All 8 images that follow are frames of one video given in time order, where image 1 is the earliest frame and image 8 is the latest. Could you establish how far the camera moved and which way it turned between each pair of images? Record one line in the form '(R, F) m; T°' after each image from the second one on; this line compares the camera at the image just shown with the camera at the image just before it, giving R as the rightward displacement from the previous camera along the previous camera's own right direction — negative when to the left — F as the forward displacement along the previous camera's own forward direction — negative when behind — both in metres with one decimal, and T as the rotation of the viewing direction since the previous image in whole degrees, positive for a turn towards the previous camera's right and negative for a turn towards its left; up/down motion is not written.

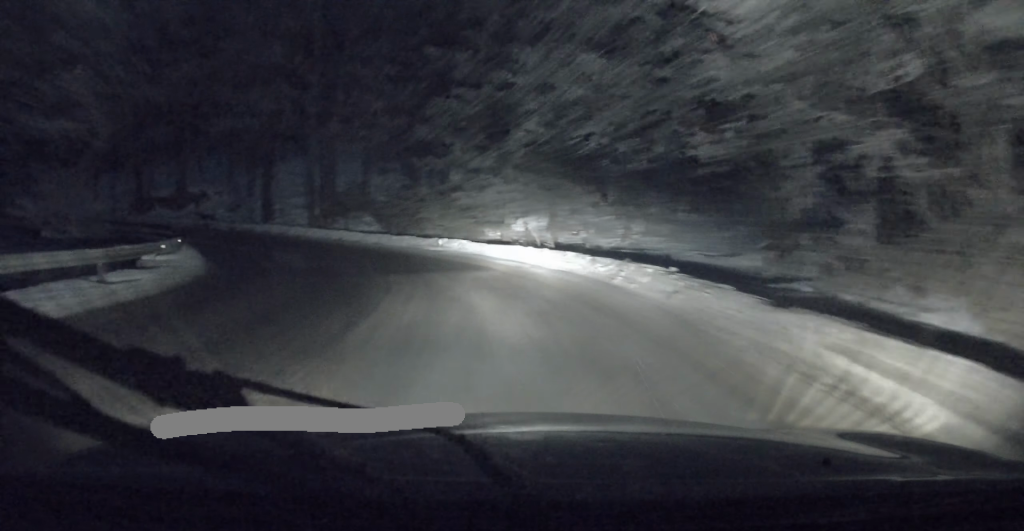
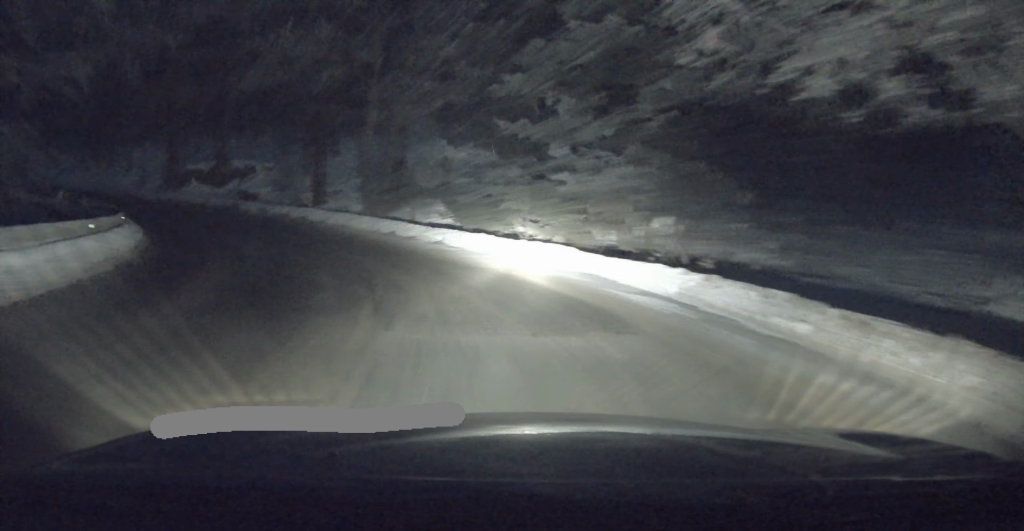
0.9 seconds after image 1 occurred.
(-0.5, +8.9) m; -7°
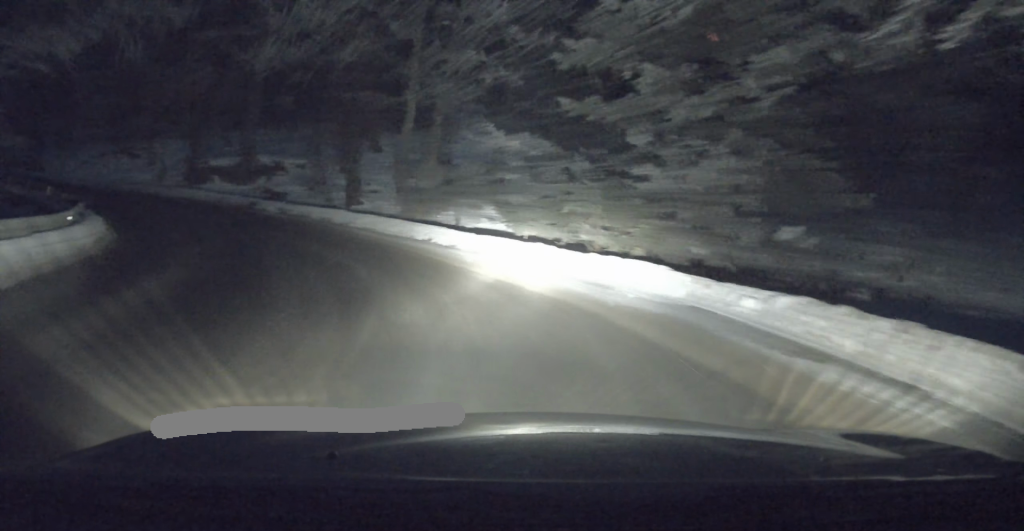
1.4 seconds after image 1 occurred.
(+0.1, +4.3) m; -4°
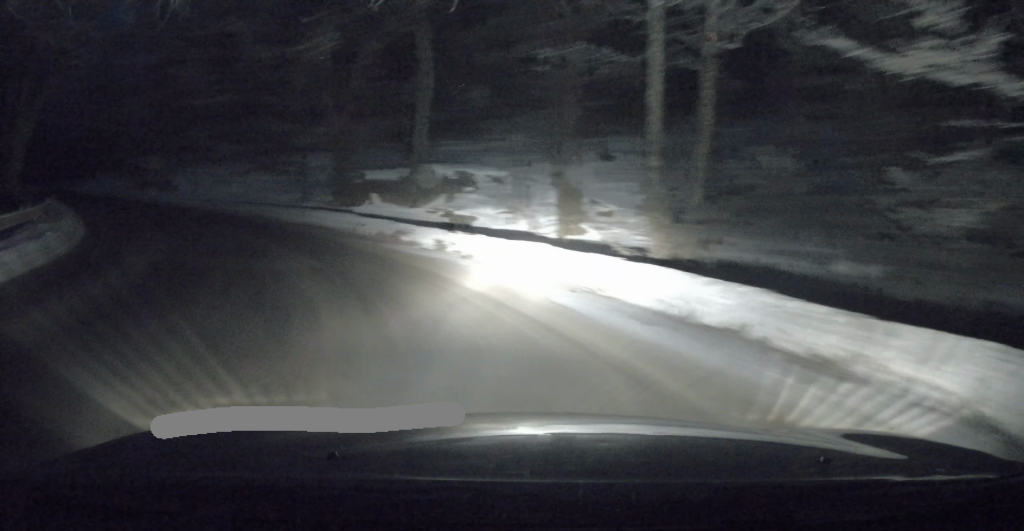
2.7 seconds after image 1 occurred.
(-1.3, +10.7) m; -12°
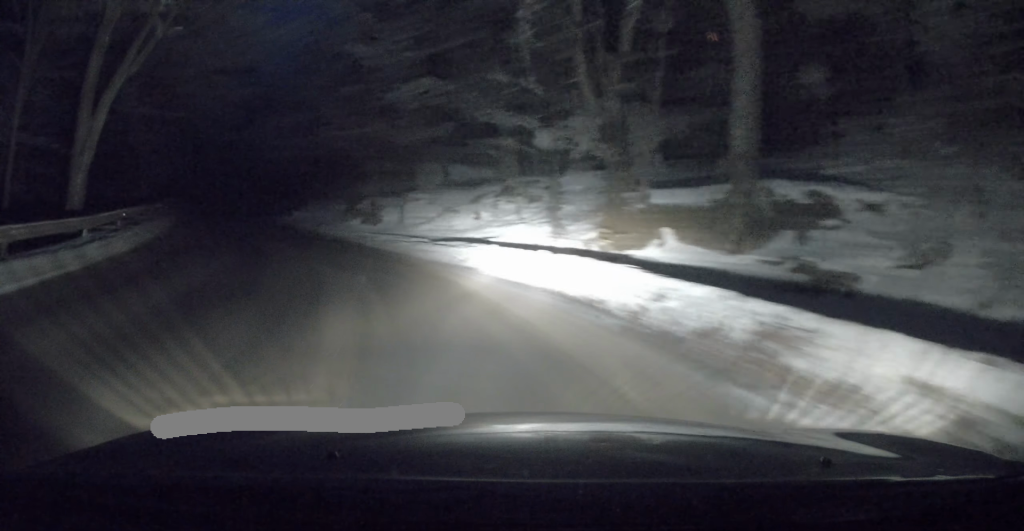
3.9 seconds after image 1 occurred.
(-1.5, +10.4) m; -20°
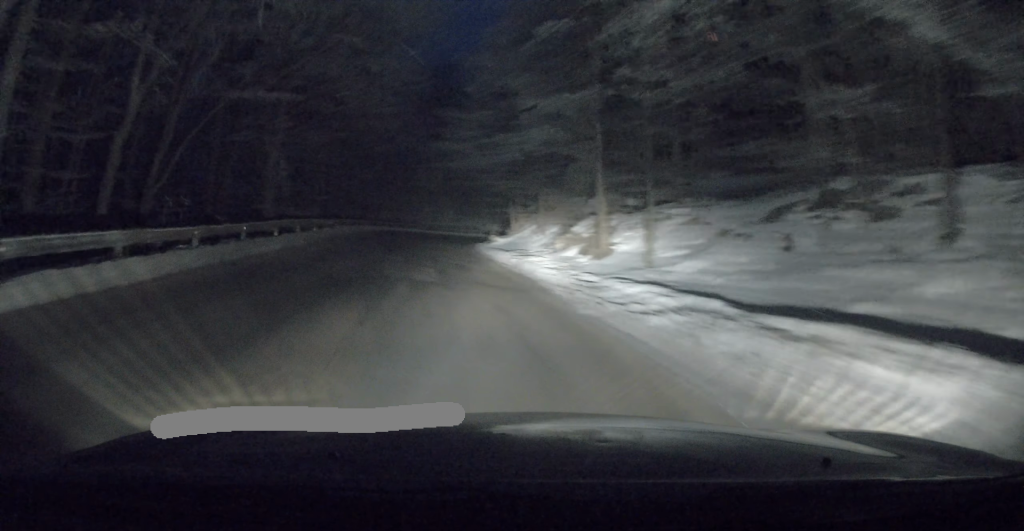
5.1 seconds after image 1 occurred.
(-2.3, +11.2) m; -19°
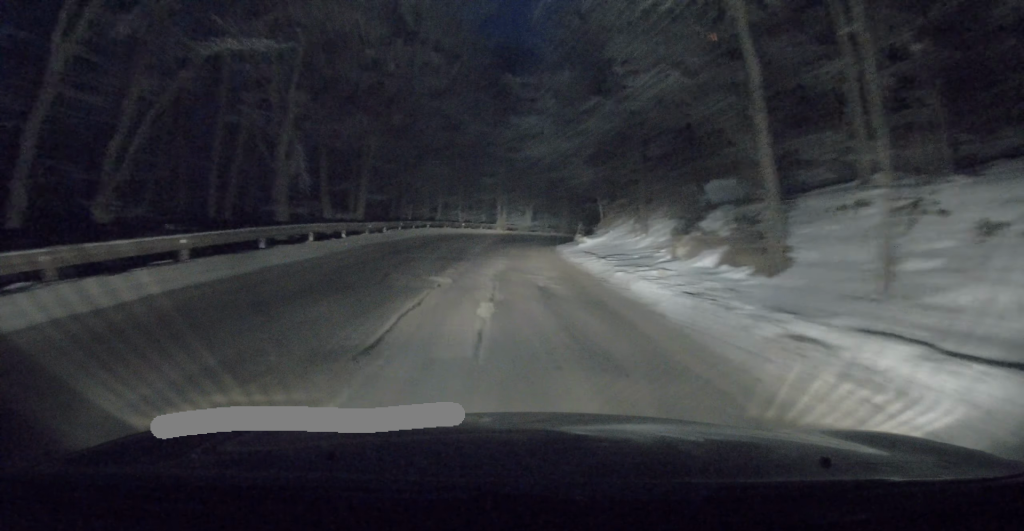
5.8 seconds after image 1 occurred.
(-0.6, +7.5) m; -6°
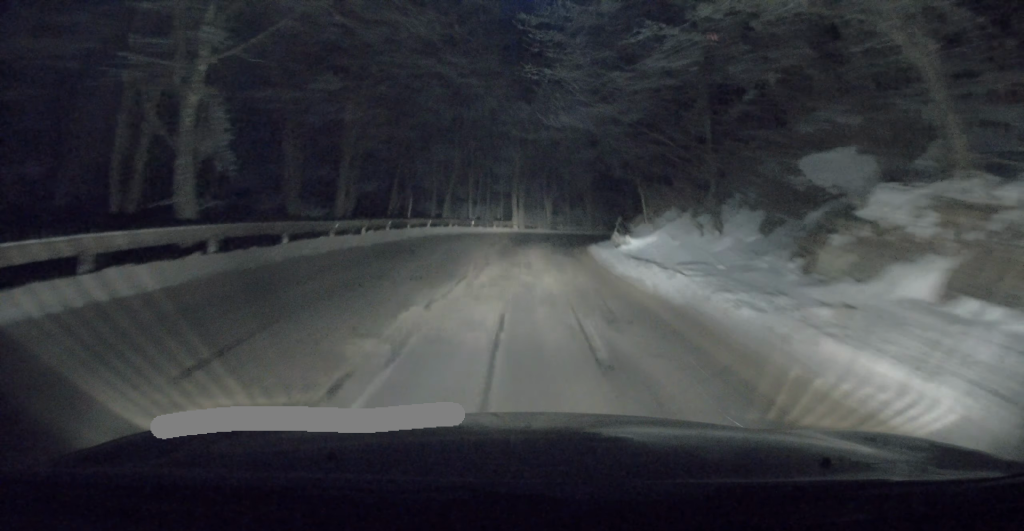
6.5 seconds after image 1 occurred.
(-0.3, +7.3) m; -3°
